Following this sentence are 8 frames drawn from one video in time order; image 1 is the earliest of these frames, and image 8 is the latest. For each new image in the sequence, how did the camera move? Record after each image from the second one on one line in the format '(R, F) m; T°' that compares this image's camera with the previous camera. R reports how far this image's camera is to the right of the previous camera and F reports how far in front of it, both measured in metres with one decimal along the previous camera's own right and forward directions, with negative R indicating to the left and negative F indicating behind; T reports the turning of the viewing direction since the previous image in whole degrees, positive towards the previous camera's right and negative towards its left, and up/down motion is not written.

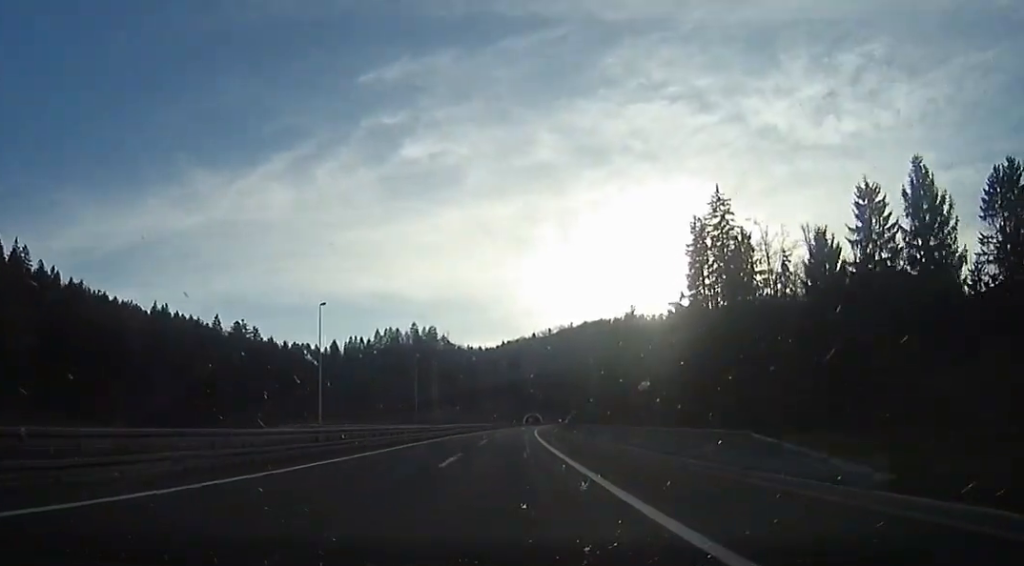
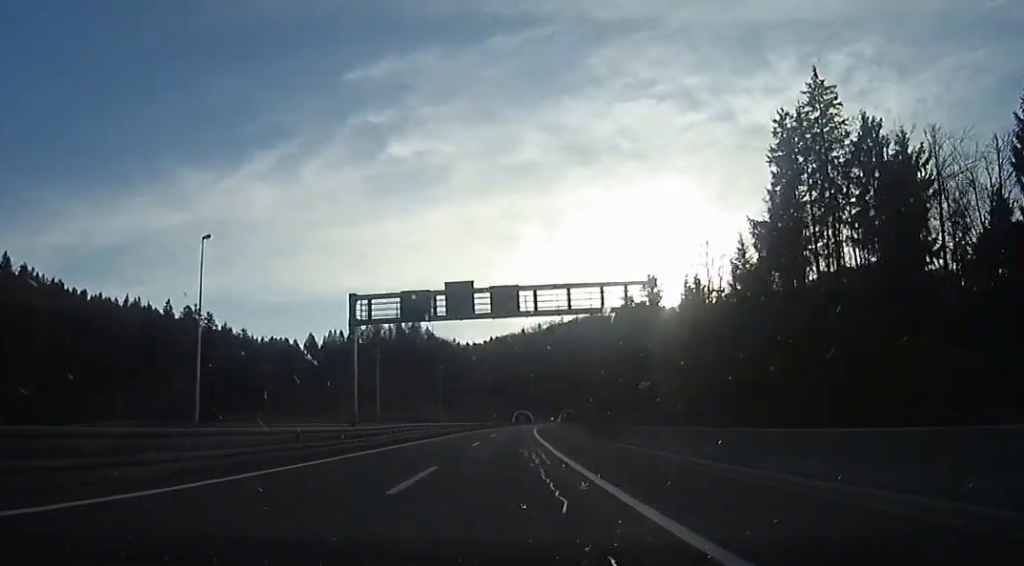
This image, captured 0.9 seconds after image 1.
(-0.2, +25.8) m; -1°
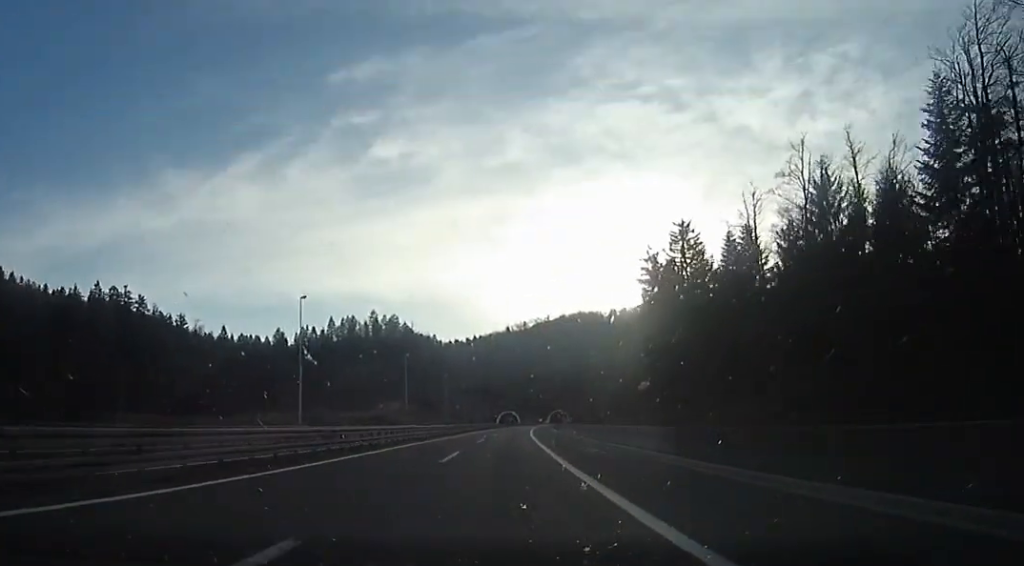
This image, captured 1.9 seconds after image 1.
(-0.3, +29.8) m; +2°
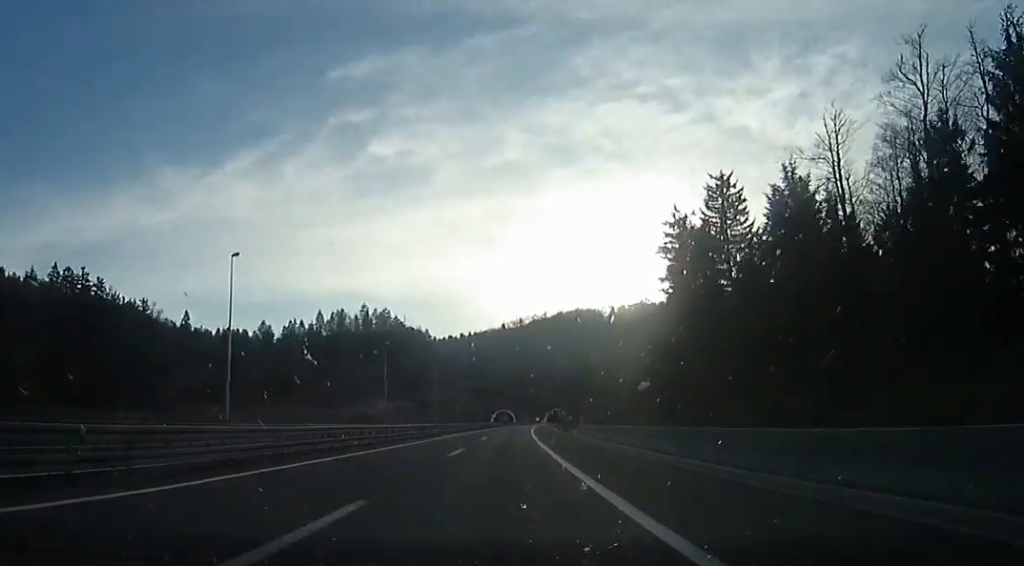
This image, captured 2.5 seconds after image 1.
(+0.8, +16.4) m; +2°
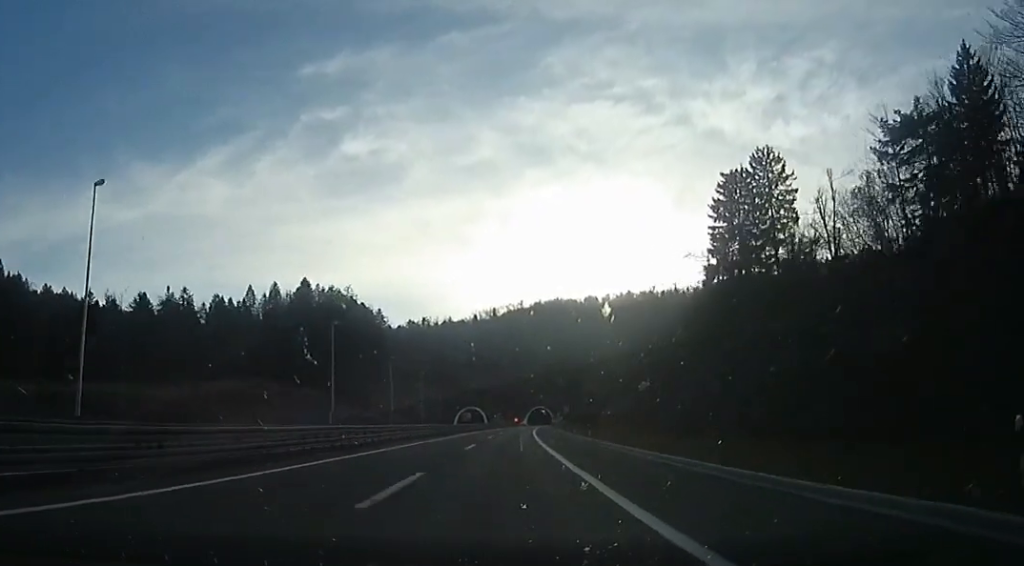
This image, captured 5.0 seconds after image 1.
(+3.0, +71.7) m; +2°
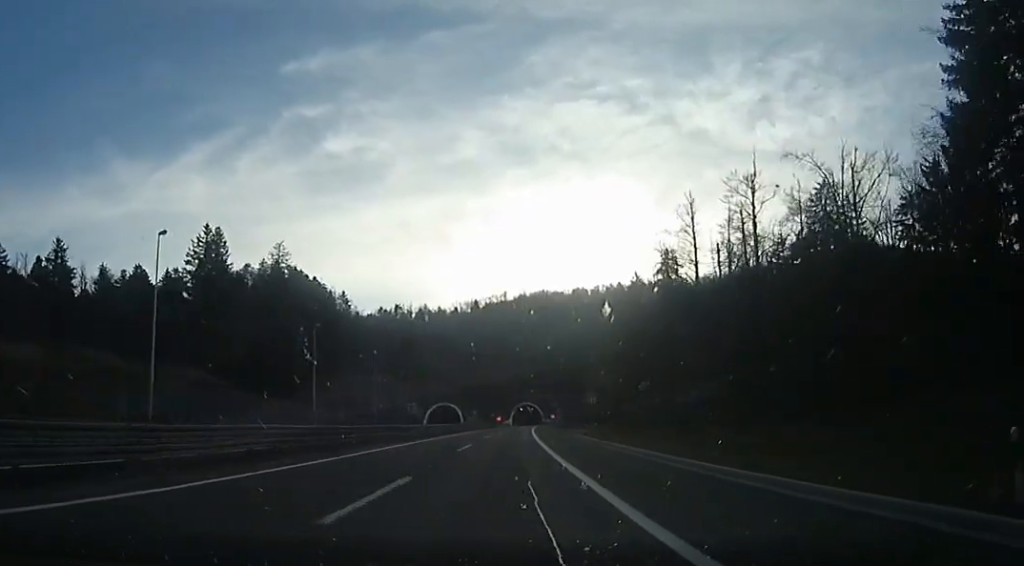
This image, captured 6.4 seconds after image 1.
(-1.0, +39.8) m; +1°
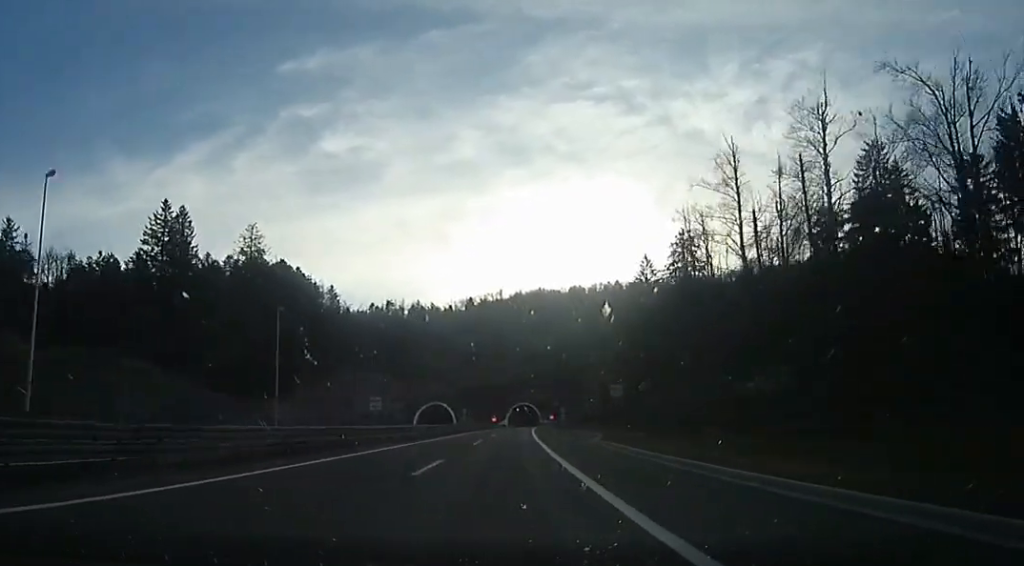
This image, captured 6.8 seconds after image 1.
(-0.1, +12.0) m; +1°
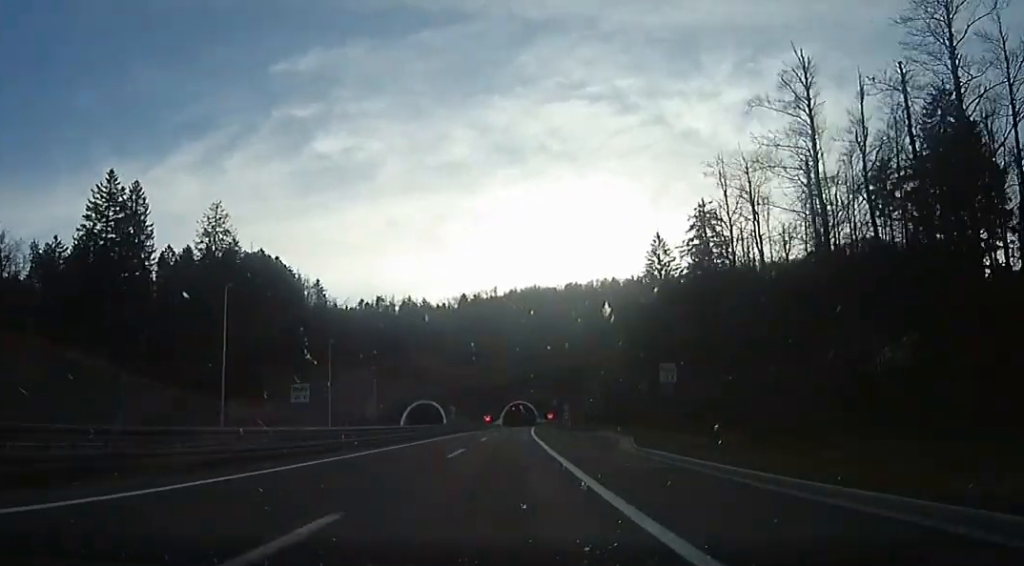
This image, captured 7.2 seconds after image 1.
(+0.8, +12.5) m; 0°
